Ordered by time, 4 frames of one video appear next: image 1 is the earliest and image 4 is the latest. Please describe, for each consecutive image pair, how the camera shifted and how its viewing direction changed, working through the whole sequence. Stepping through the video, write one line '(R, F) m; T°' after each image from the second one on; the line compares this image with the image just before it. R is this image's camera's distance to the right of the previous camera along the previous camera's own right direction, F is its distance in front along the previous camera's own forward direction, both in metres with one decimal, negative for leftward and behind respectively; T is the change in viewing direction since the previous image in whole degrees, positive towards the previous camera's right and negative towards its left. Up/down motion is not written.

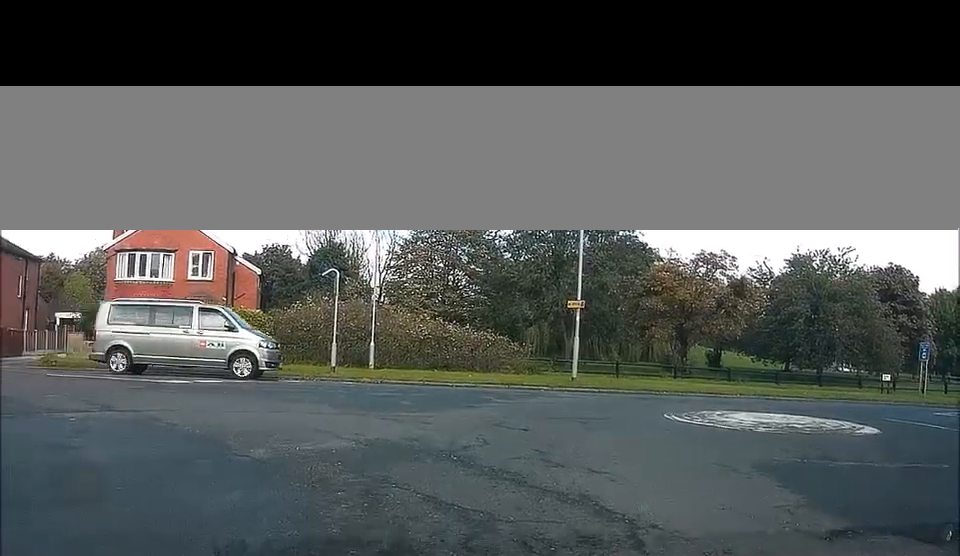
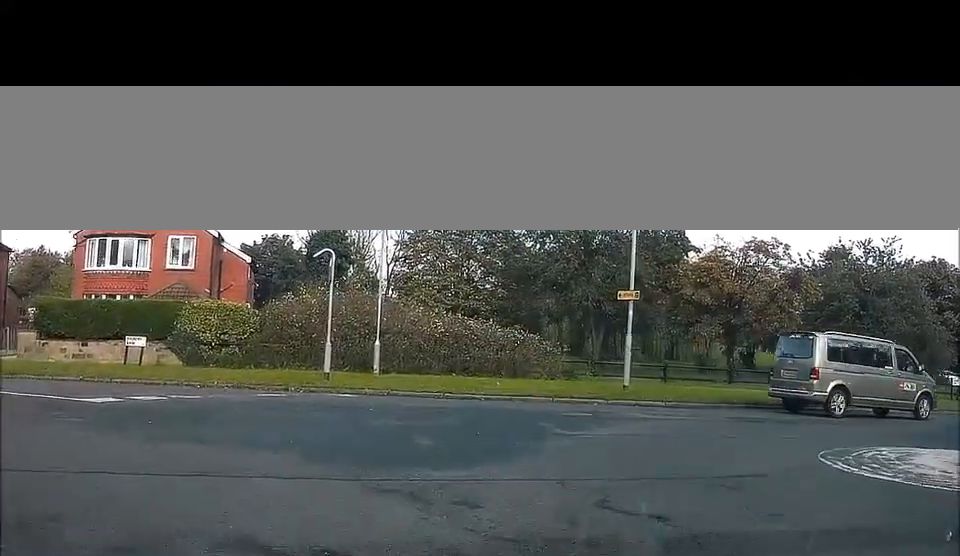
(0.0, +3.3) m; +5°
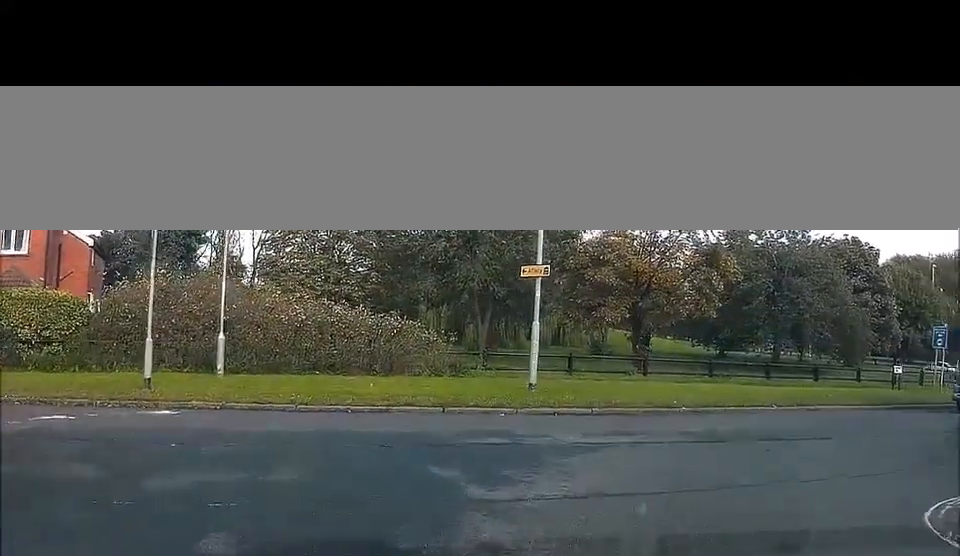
(+0.4, +4.3) m; +9°
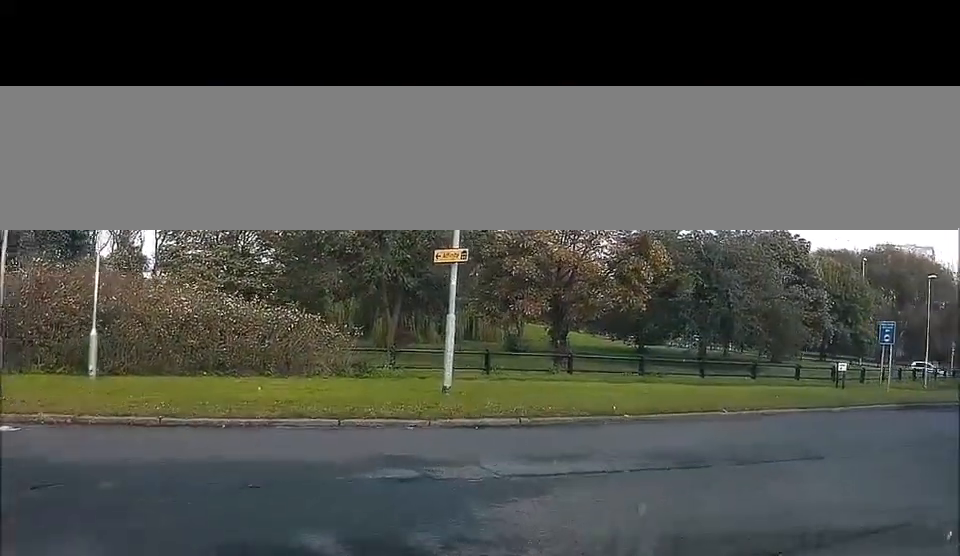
(+0.1, +2.7) m; +5°
